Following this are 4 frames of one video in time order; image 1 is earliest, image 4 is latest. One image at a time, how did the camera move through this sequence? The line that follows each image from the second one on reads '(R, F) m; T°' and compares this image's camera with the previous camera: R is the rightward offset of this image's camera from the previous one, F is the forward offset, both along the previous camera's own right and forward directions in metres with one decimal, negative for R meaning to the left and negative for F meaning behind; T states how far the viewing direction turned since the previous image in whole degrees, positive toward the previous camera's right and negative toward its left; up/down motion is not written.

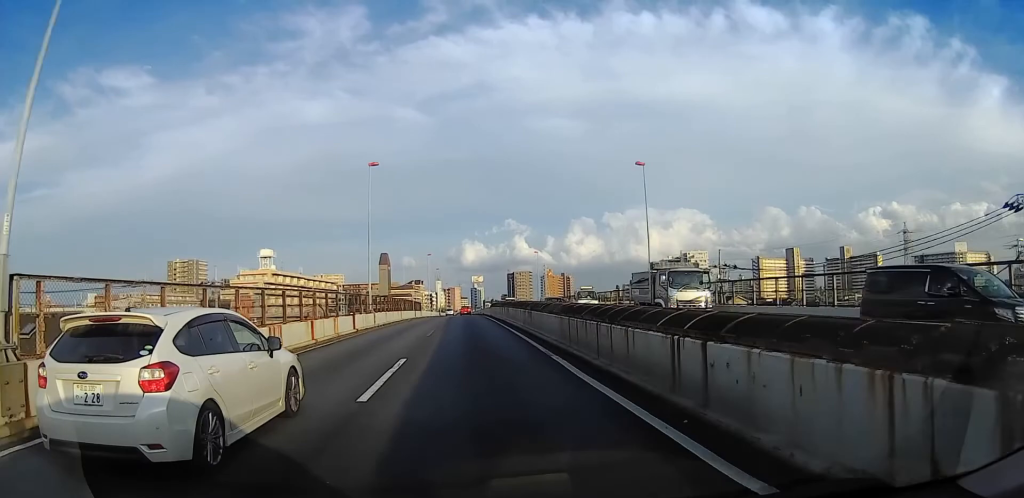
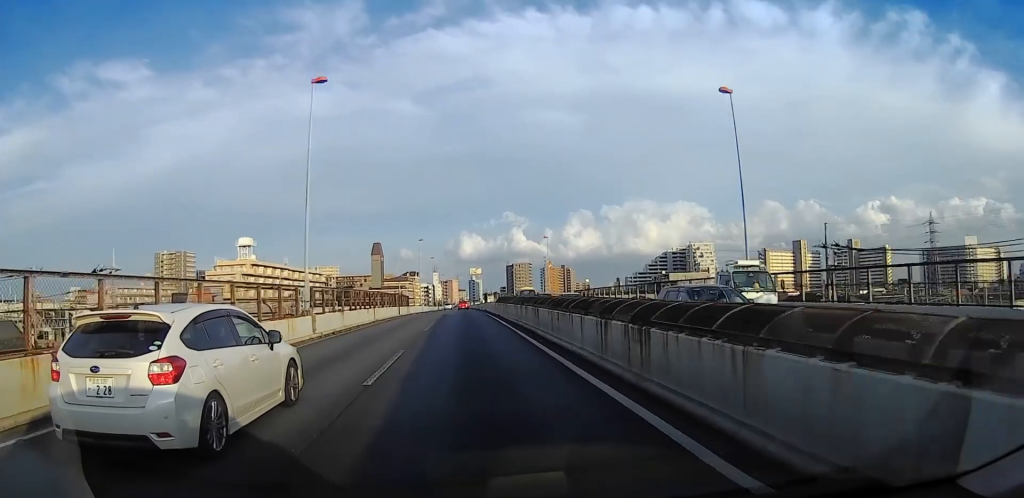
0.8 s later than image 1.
(+0.1, +14.2) m; +1°
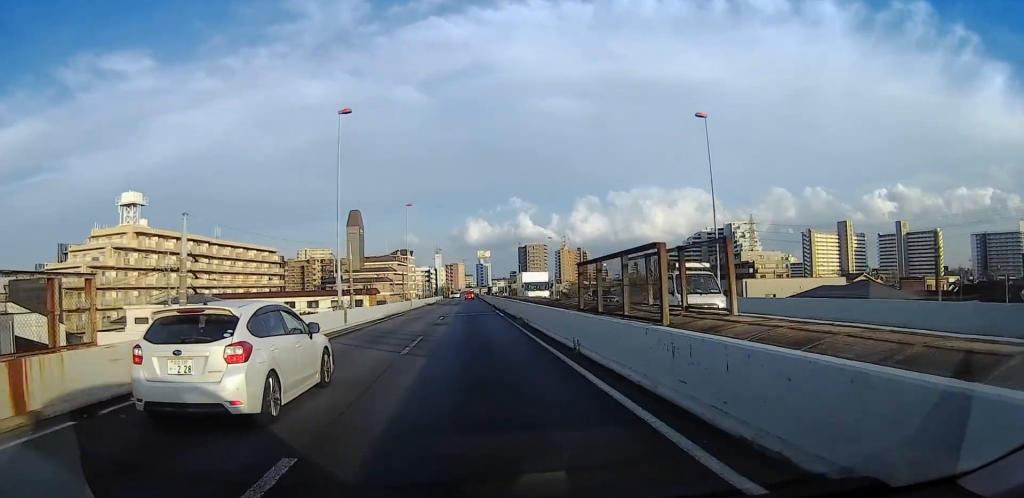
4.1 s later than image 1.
(-1.4, +55.9) m; -3°
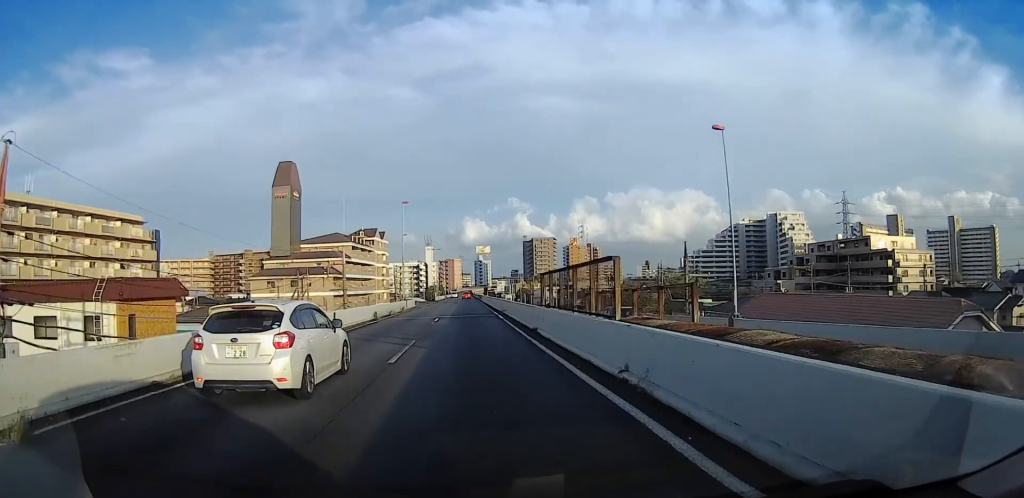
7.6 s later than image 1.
(+0.8, +61.4) m; 0°
